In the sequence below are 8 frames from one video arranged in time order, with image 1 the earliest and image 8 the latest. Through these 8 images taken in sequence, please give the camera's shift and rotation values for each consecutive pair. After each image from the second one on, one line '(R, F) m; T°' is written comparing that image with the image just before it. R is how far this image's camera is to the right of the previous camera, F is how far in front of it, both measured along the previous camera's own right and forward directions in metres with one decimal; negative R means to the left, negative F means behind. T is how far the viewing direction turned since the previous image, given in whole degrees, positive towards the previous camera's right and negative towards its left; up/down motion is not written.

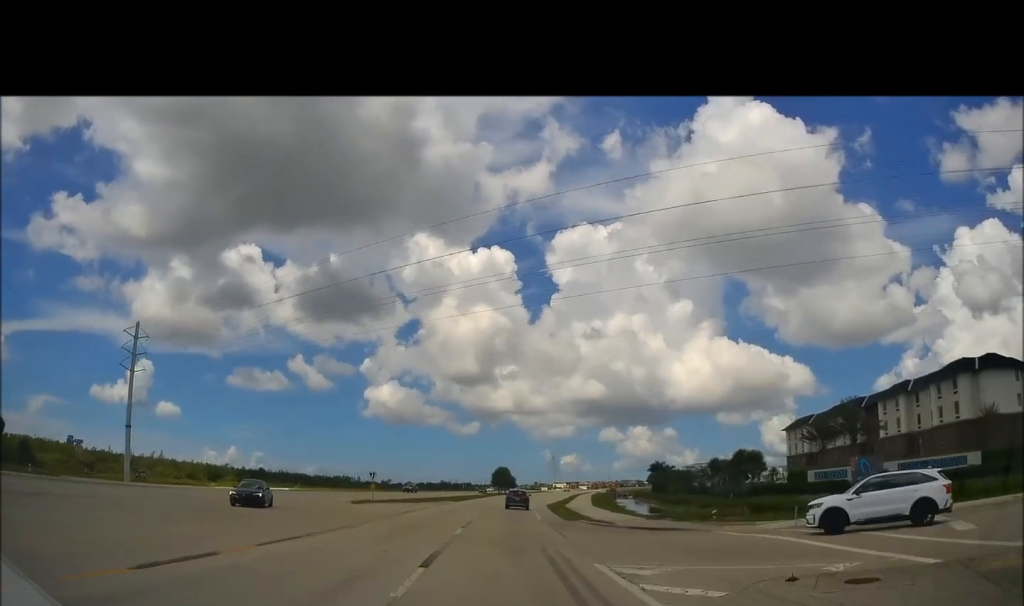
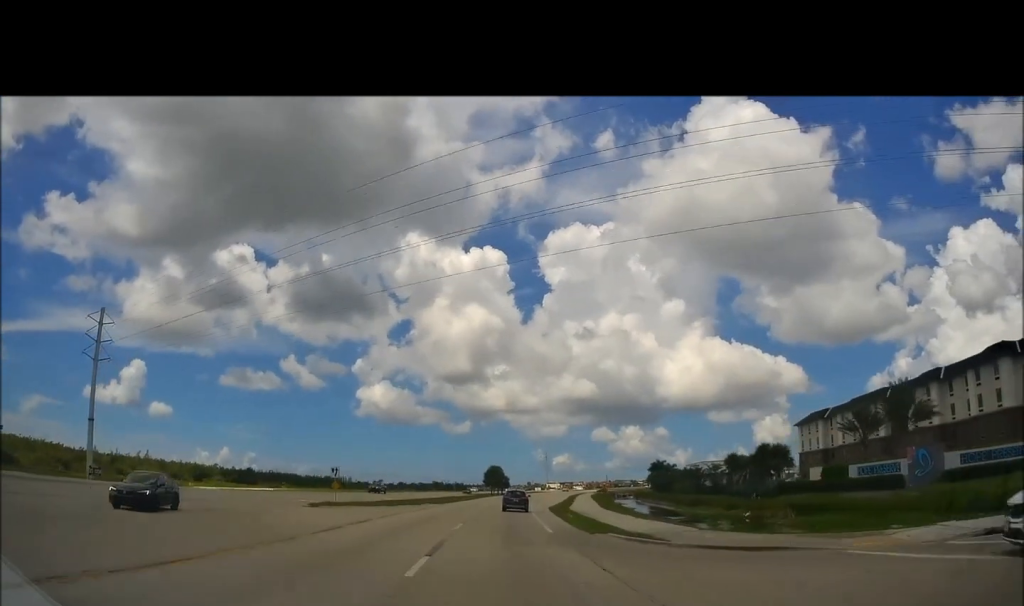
(-0.2, +10.0) m; +1°
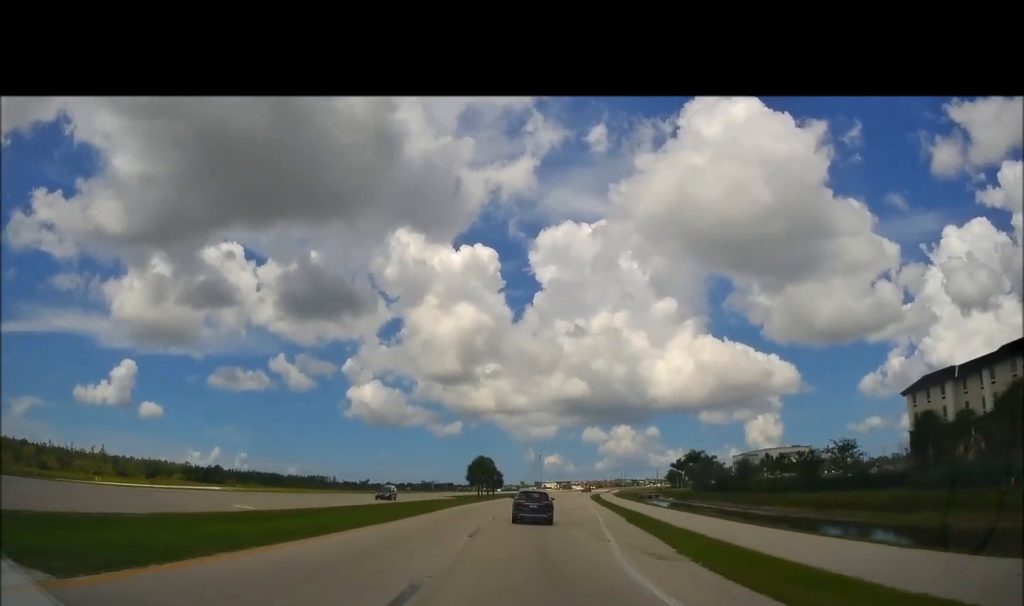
(+1.5, +43.9) m; +2°
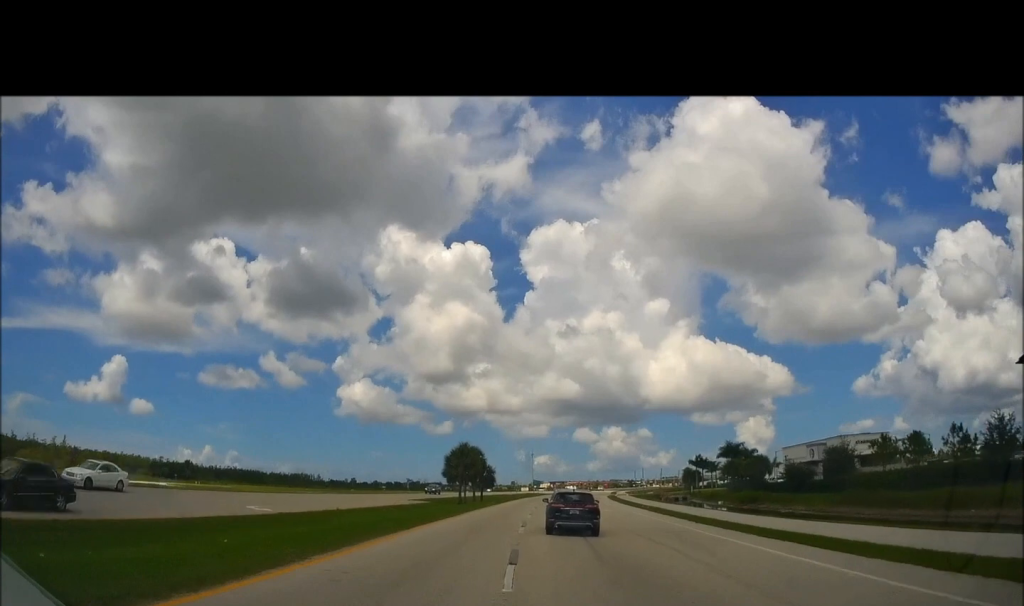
(+0.5, +29.9) m; +1°
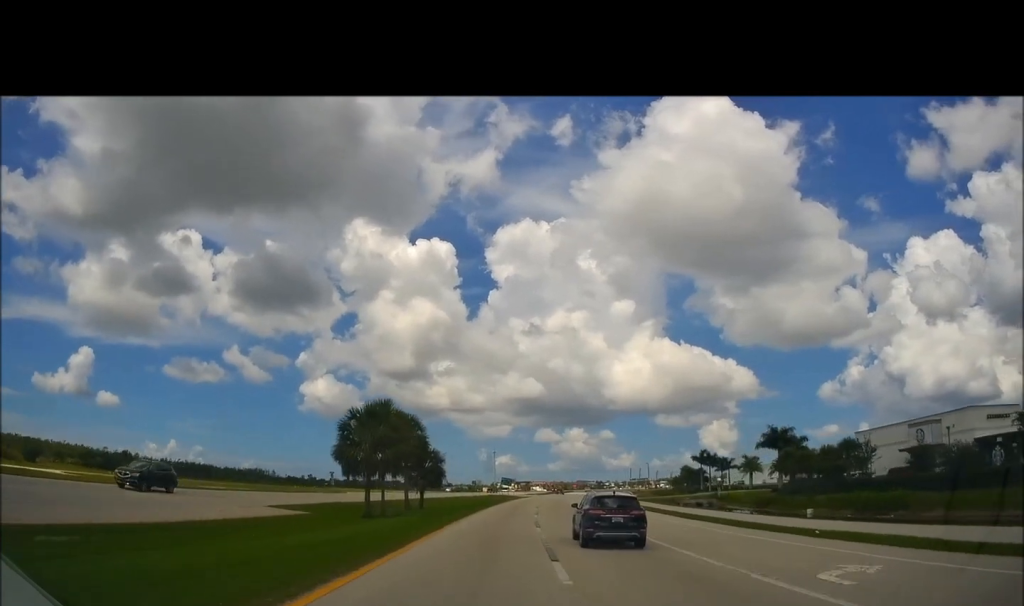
(-0.3, +35.1) m; +1°
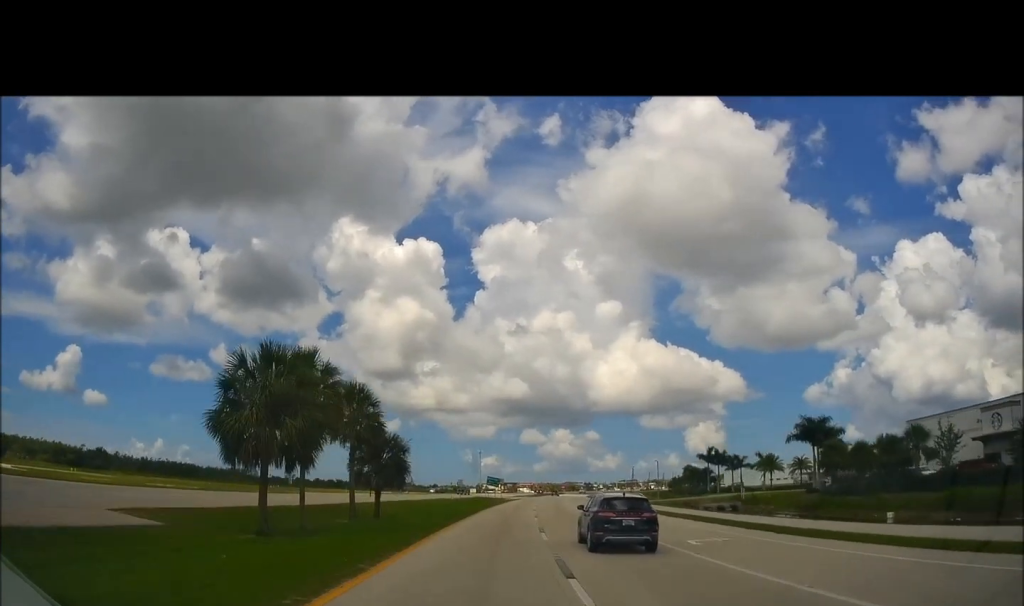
(+0.3, +14.3) m; +1°
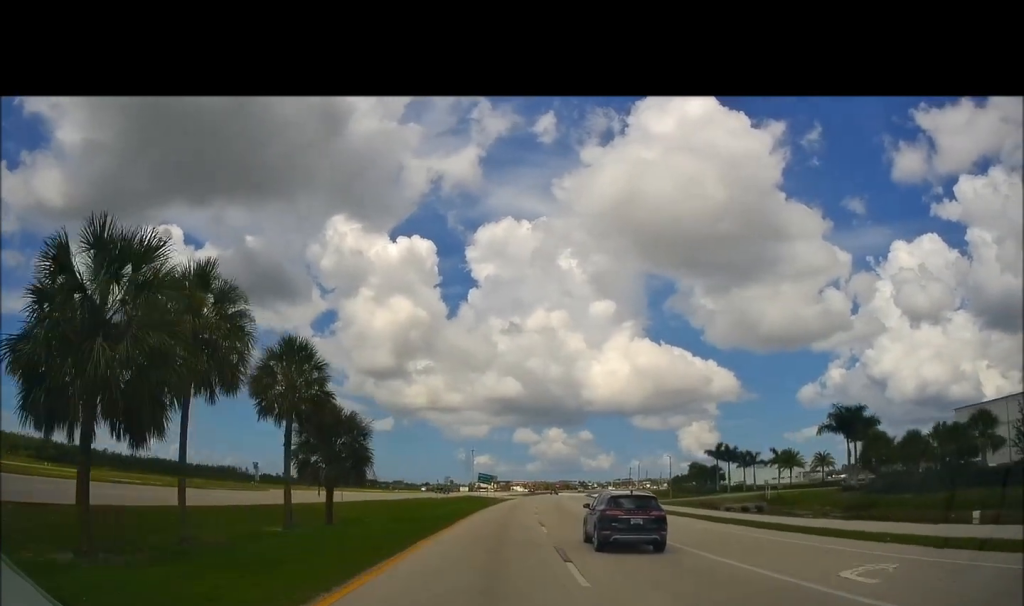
(+0.1, +9.8) m; +1°
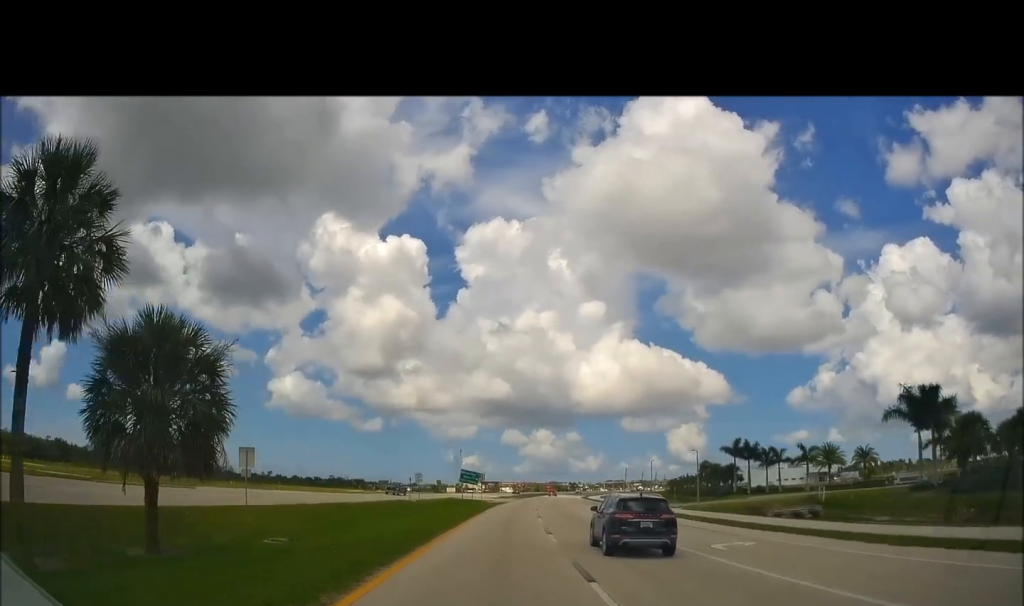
(+0.2, +15.1) m; +1°
